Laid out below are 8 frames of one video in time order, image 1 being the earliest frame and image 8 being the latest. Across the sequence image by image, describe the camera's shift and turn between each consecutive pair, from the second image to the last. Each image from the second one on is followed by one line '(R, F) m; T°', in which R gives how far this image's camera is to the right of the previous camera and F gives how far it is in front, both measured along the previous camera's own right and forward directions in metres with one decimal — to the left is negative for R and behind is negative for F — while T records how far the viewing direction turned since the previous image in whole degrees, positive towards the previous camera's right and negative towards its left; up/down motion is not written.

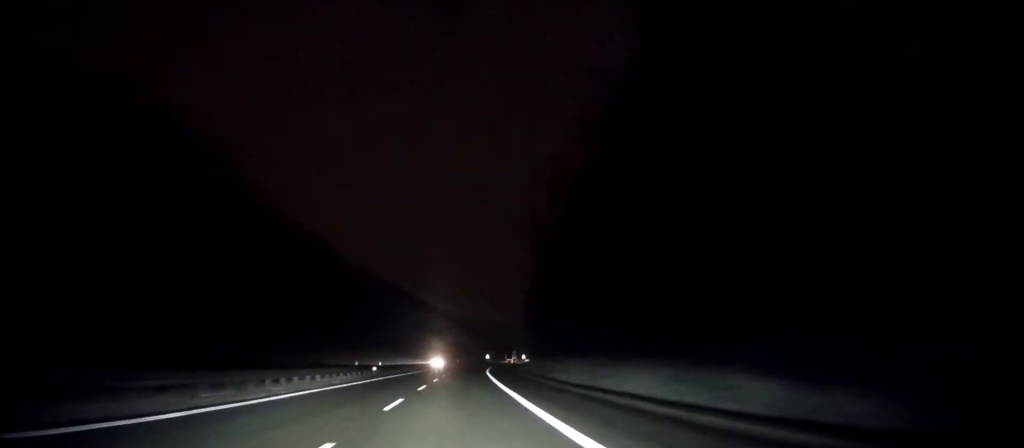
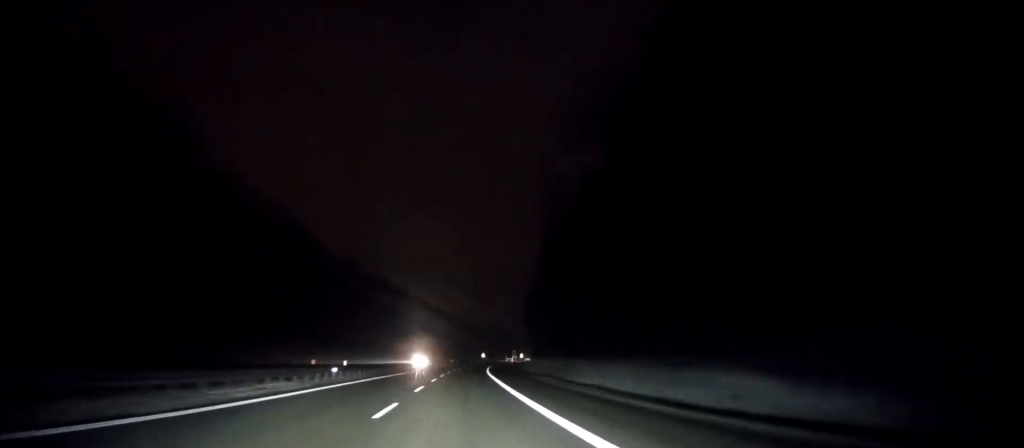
(0.0, +14.3) m; 0°
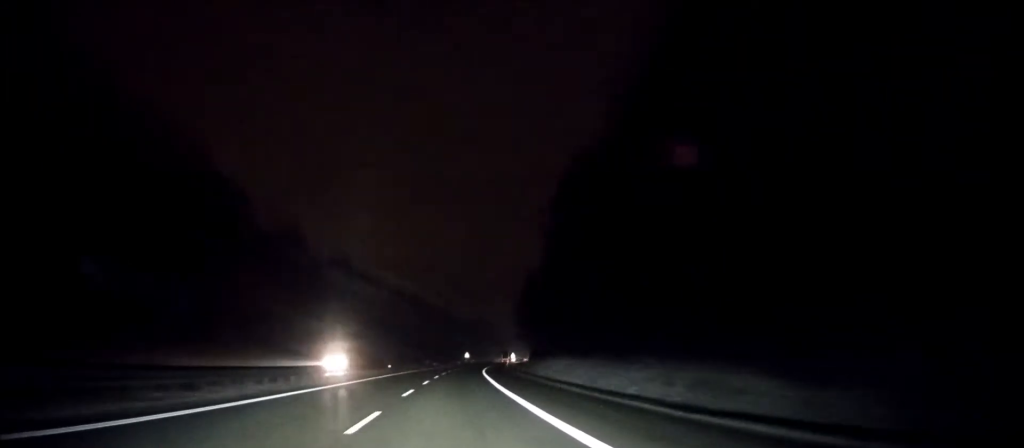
(+0.4, +37.7) m; +1°
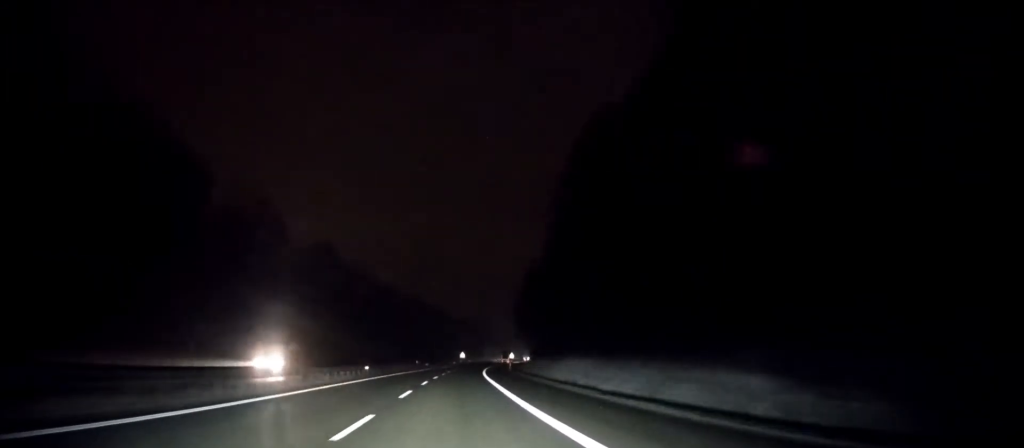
(+0.1, +12.6) m; 0°
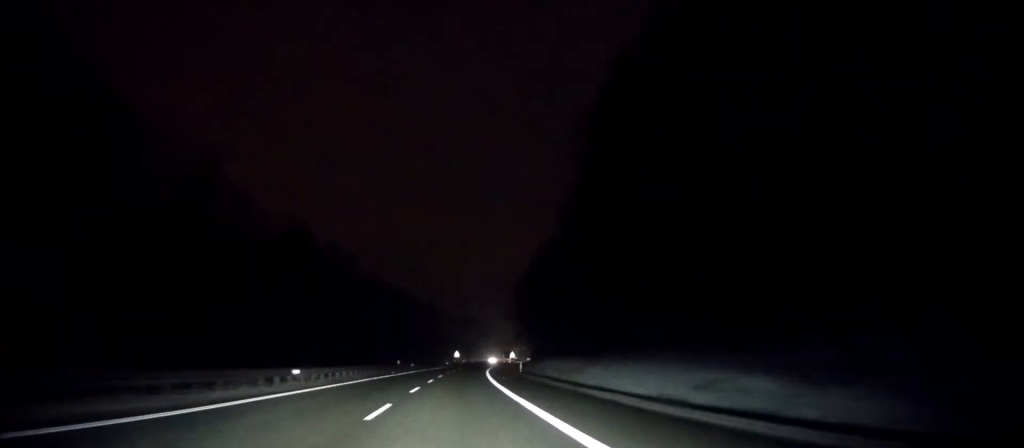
(+0.1, +19.9) m; +1°
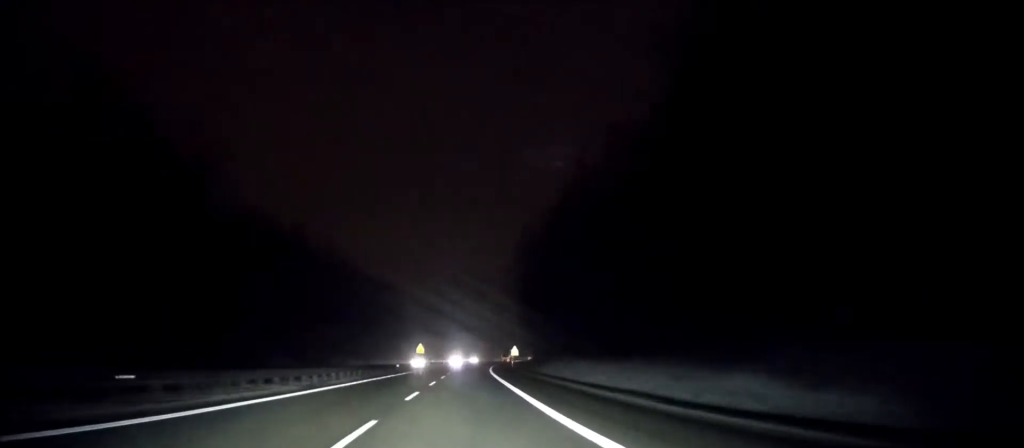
(+1.5, +61.8) m; +3°
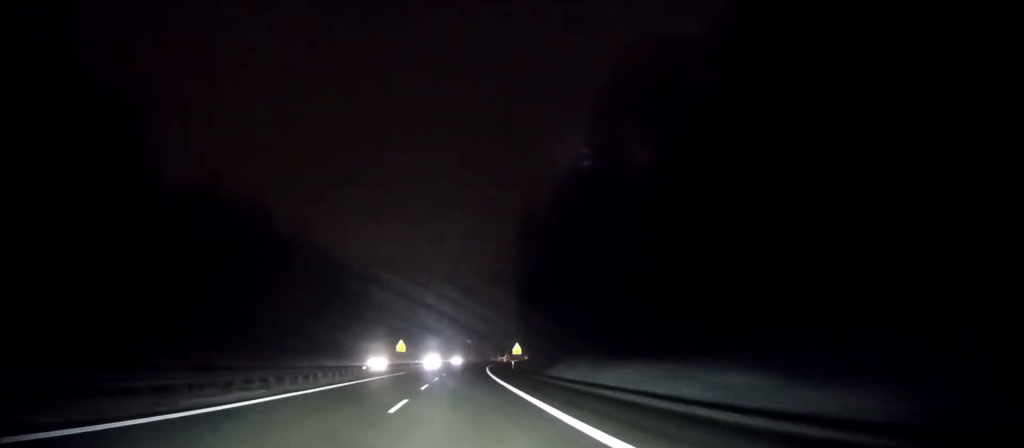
(+0.1, +16.4) m; +1°
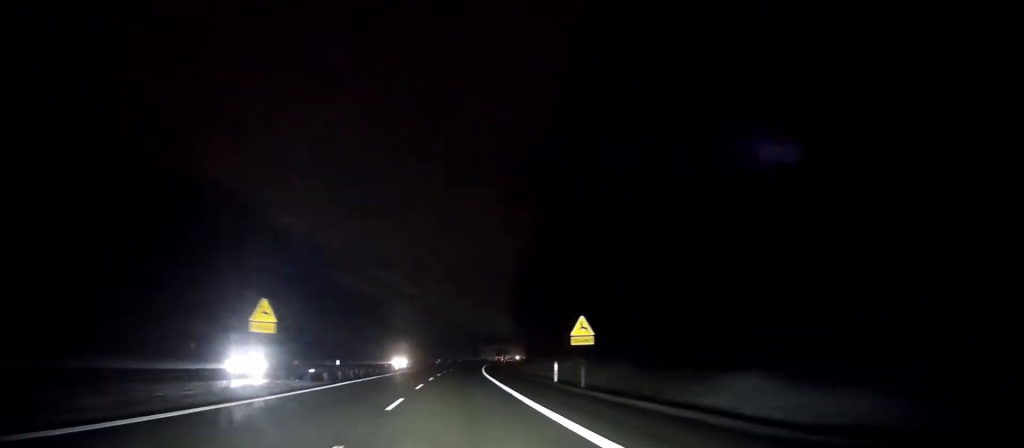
(+0.8, +45.6) m; +2°
